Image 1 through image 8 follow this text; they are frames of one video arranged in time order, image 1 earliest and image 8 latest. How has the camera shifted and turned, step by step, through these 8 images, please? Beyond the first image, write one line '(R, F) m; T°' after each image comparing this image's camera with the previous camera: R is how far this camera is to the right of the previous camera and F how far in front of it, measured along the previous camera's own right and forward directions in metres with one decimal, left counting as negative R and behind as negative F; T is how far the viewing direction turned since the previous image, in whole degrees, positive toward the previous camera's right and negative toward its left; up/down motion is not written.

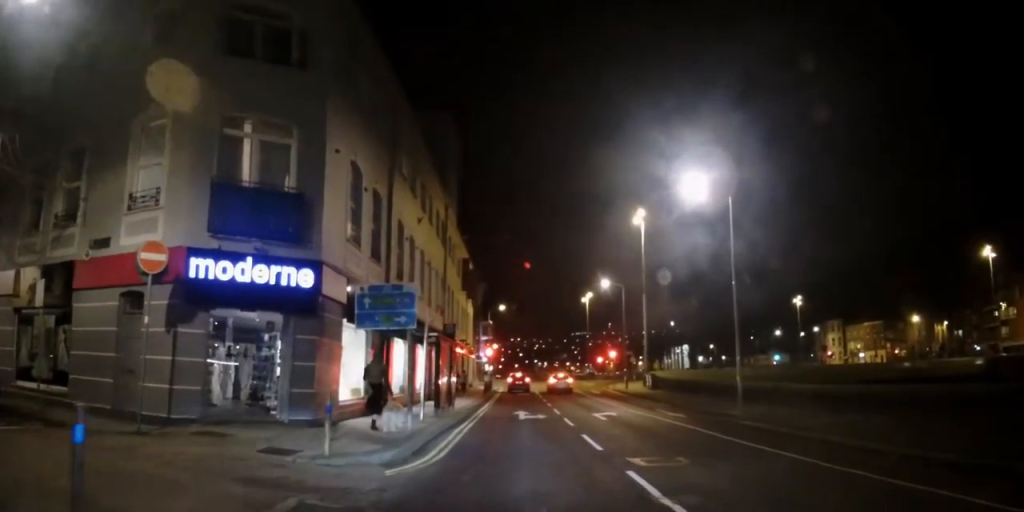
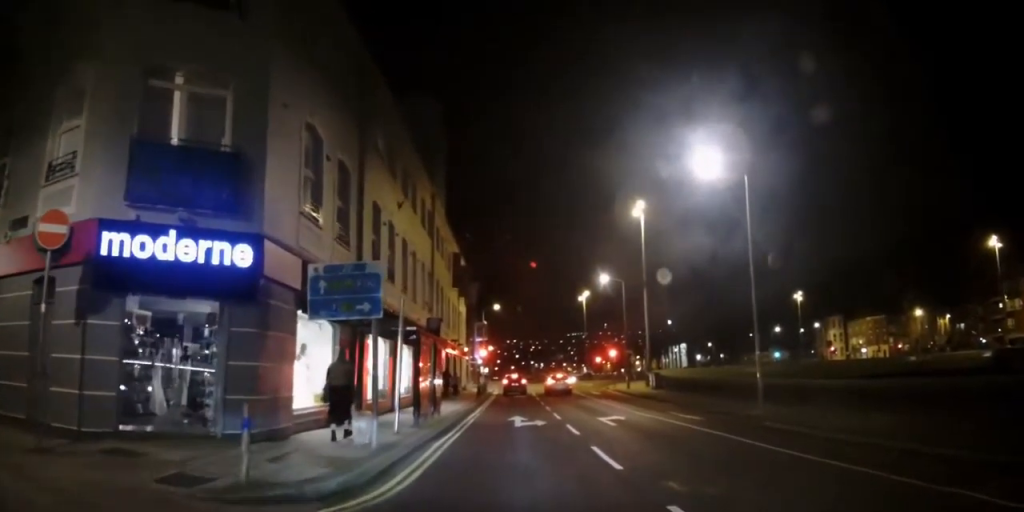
(0.0, +2.7) m; 0°
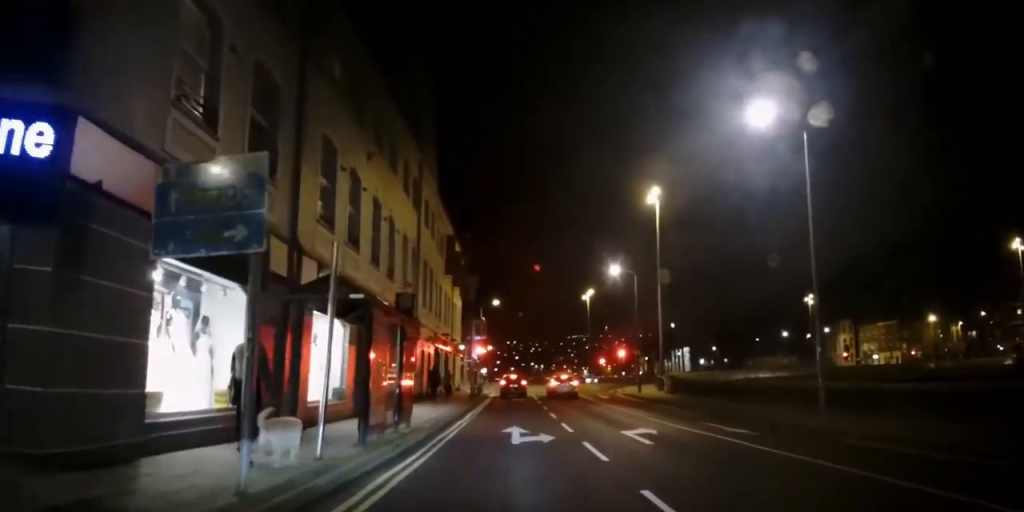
(-0.1, +5.0) m; 0°
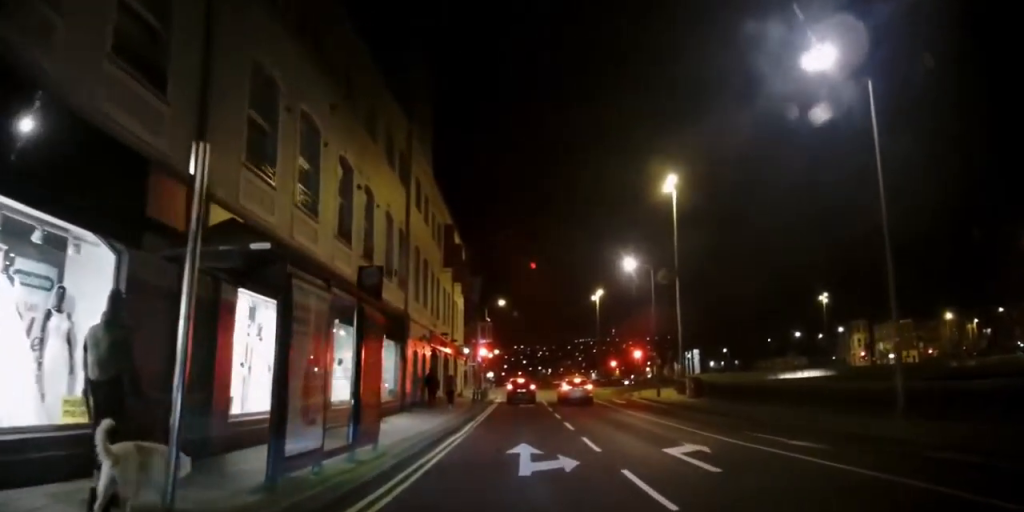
(0.0, +3.9) m; 0°
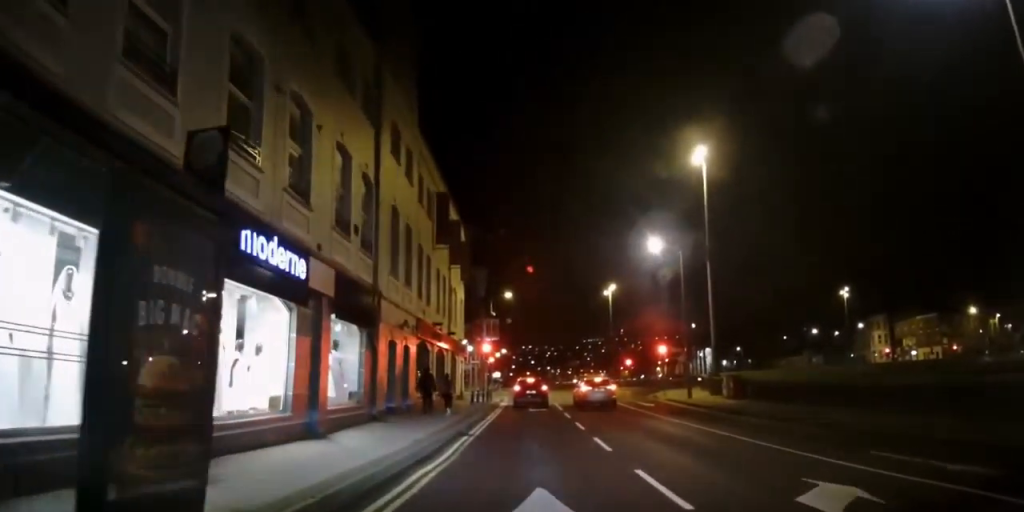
(0.0, +5.9) m; -5°
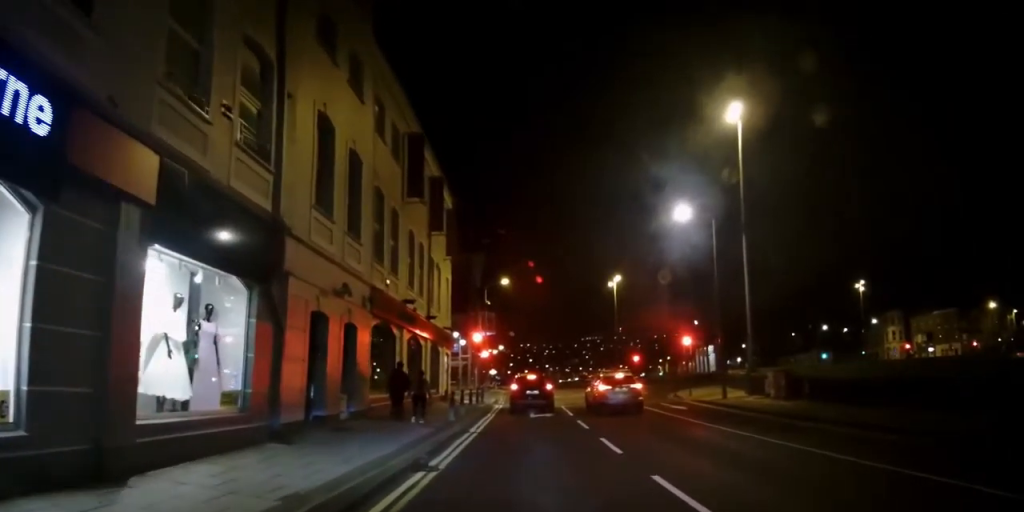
(-0.6, +6.7) m; -7°
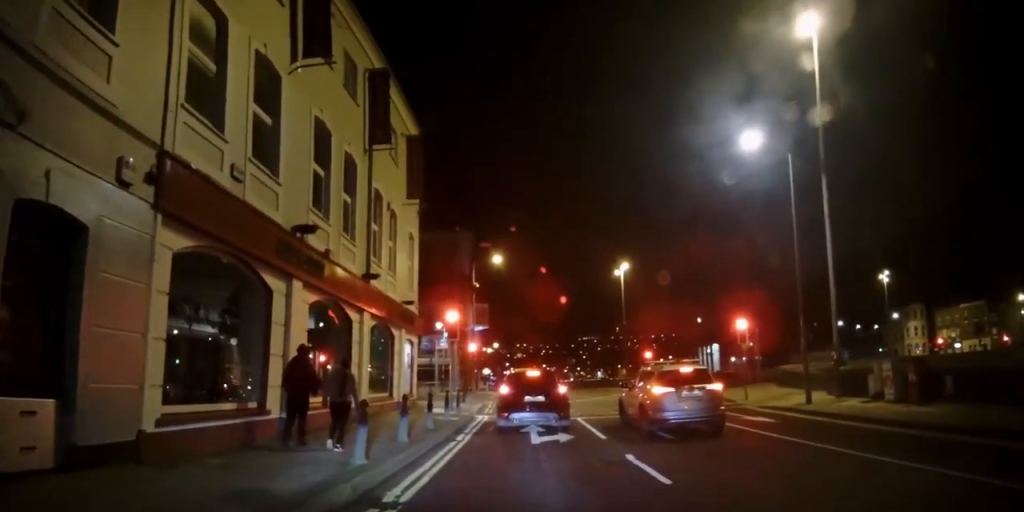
(+0.9, +9.6) m; +5°
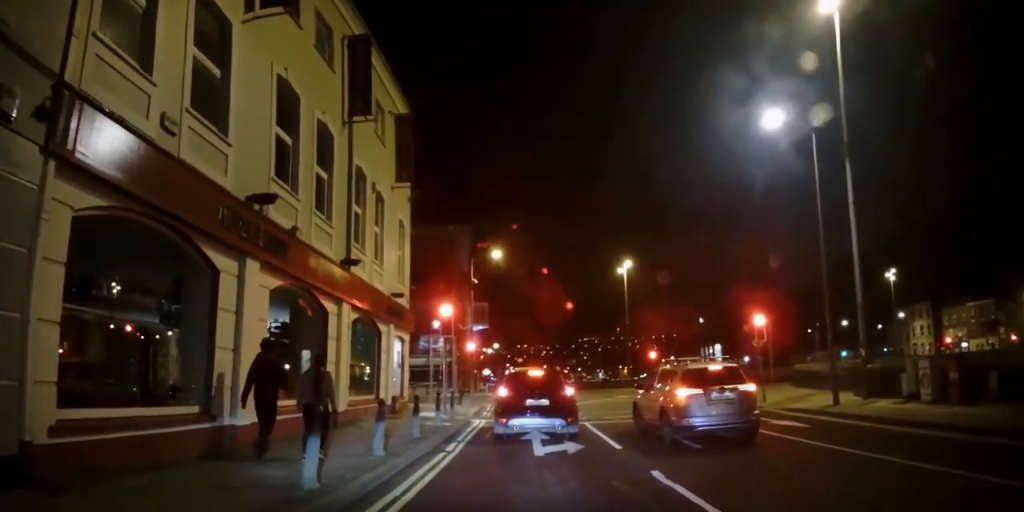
(-0.2, +2.1) m; -4°
